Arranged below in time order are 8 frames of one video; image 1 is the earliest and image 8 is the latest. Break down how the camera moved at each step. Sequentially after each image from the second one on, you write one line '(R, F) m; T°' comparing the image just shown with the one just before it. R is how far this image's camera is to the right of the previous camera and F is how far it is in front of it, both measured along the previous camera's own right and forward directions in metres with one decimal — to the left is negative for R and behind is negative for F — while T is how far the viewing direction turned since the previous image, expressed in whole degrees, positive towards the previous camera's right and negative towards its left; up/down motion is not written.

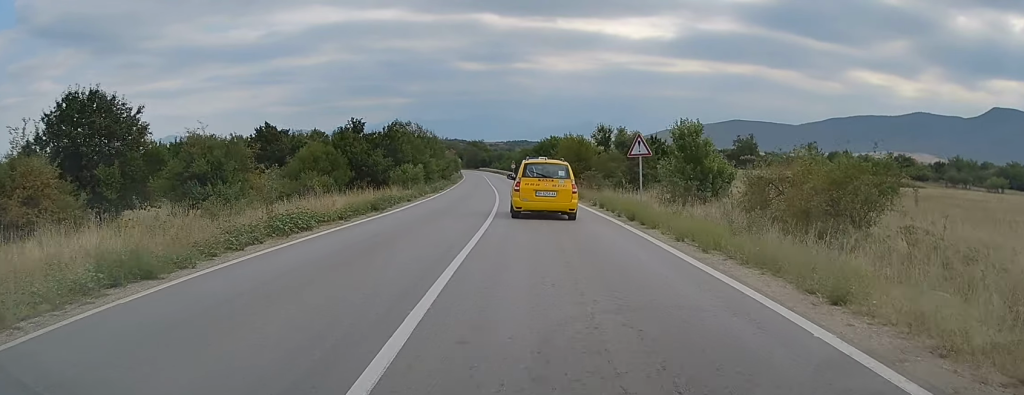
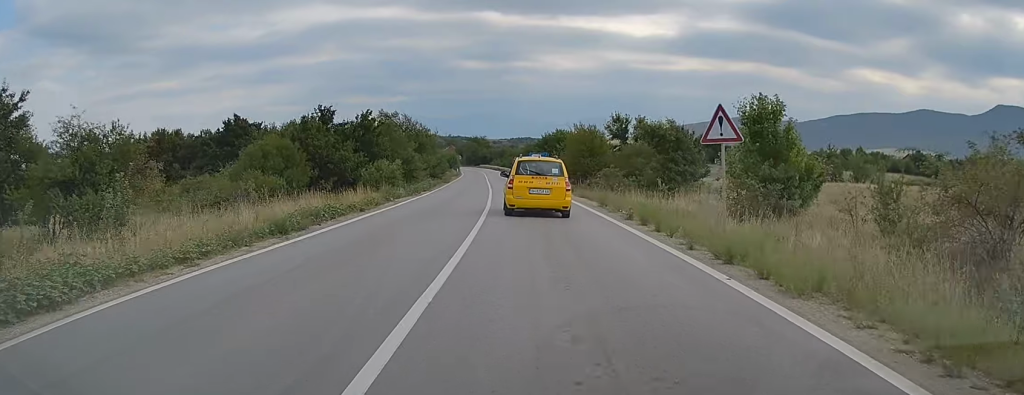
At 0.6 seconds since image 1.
(0.0, +9.8) m; 0°
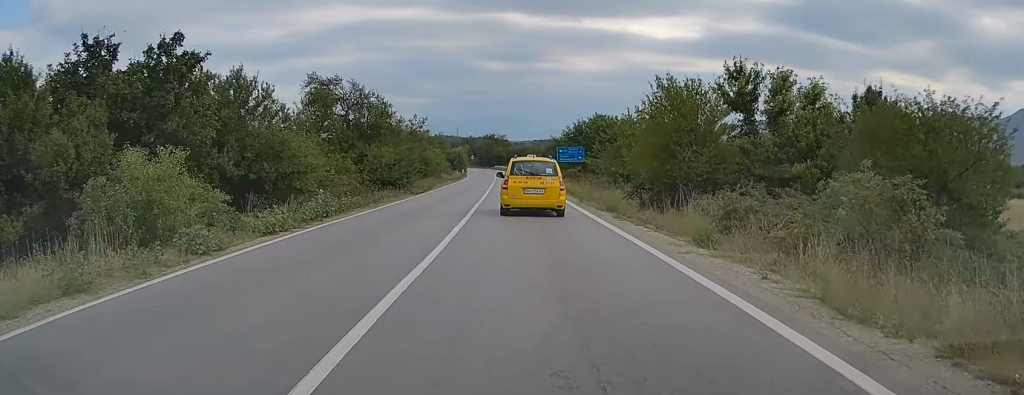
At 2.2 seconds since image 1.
(-0.2, +28.5) m; -1°
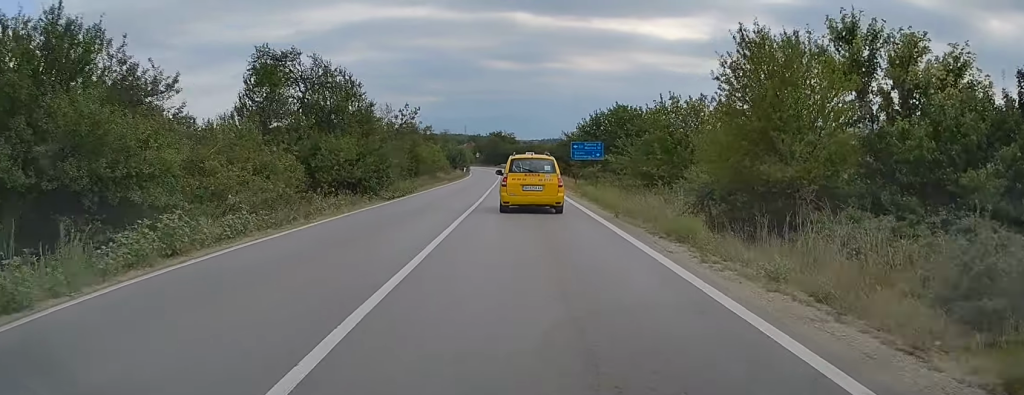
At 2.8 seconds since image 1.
(-0.2, +9.5) m; -1°
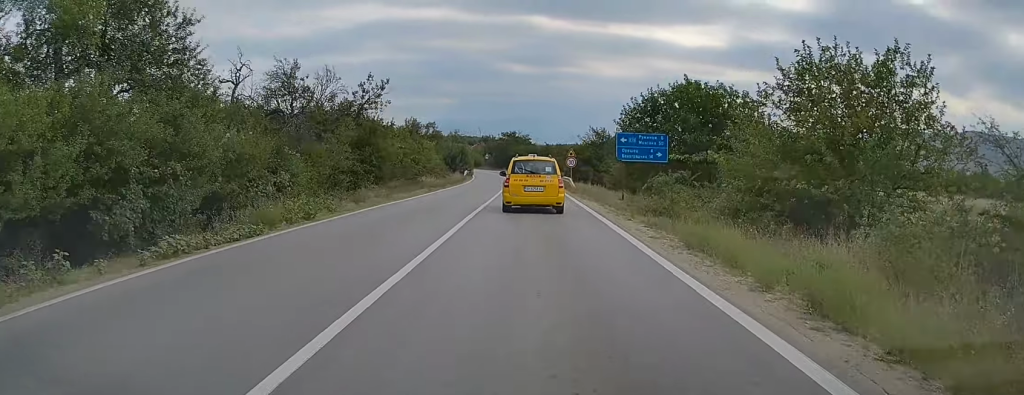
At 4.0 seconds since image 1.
(-0.3, +19.4) m; -1°
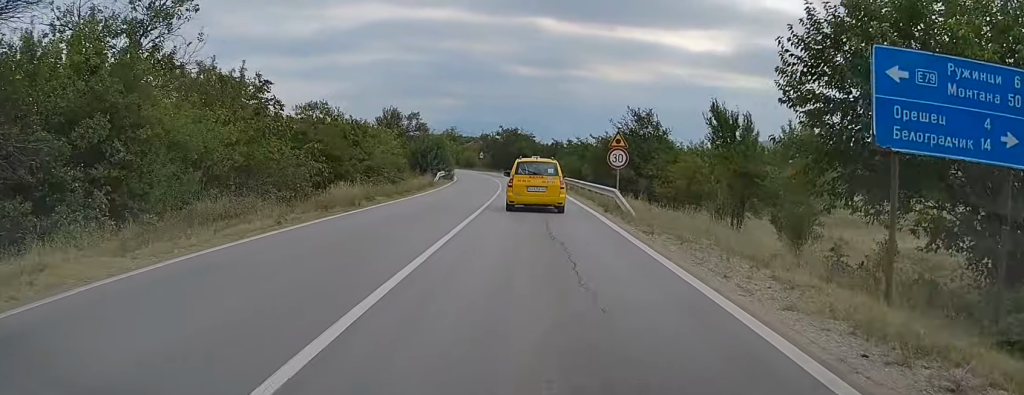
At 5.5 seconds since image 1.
(-0.1, +24.5) m; -1°
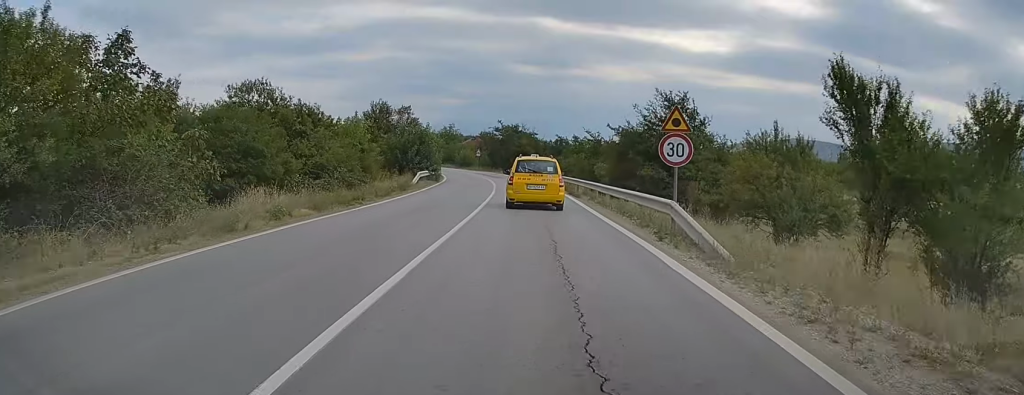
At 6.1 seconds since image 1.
(-0.1, +9.6) m; 0°
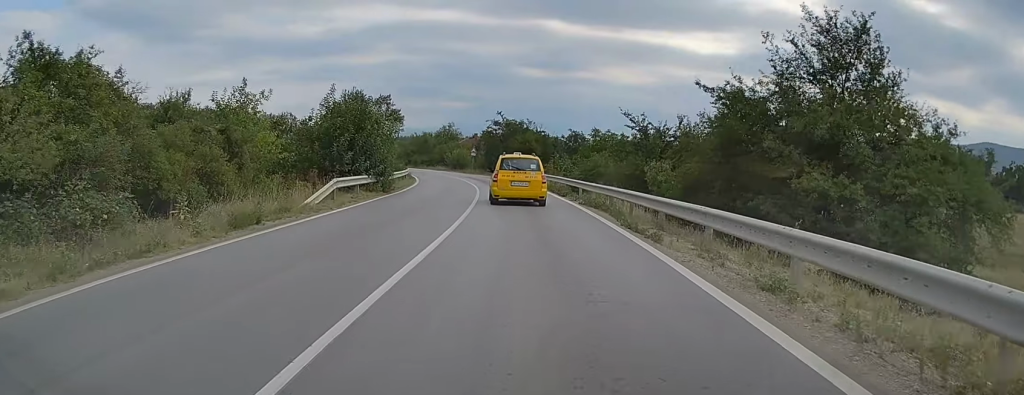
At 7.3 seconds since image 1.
(0.0, +19.0) m; 0°
